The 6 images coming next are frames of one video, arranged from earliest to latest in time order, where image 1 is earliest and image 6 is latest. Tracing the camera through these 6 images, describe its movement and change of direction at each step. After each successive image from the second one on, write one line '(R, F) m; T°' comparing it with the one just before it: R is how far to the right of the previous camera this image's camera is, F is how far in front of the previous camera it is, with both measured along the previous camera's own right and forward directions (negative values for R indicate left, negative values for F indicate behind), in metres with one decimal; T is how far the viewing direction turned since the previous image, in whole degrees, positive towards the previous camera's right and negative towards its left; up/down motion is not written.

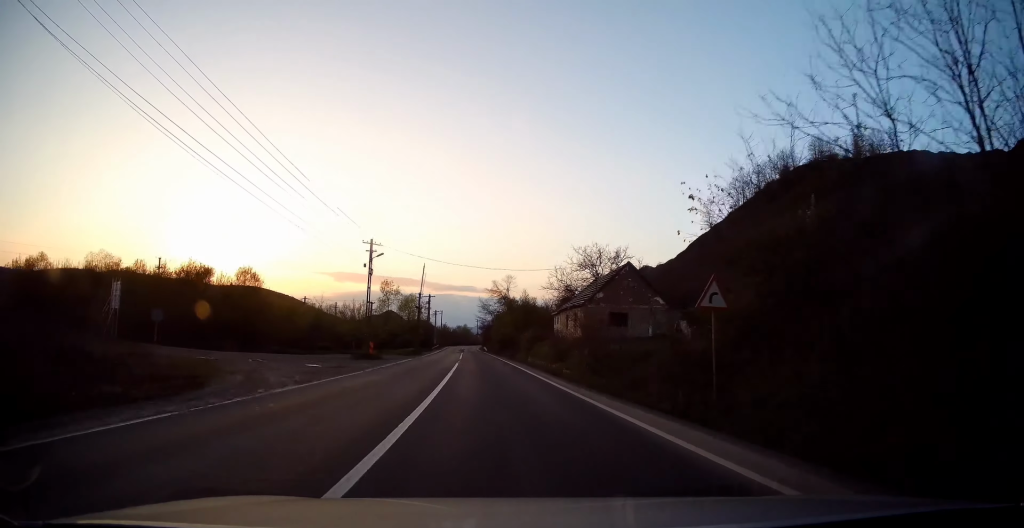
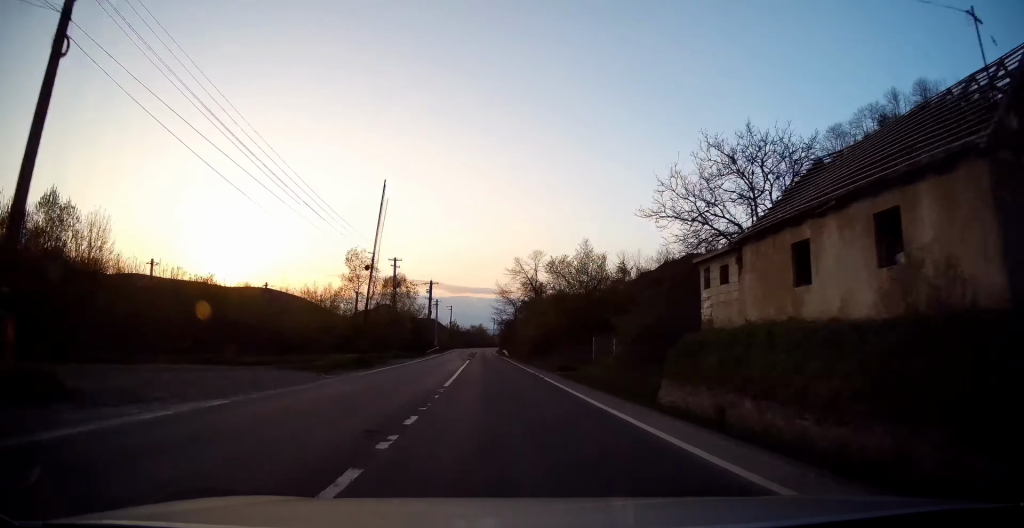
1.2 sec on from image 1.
(-0.8, +30.9) m; -3°
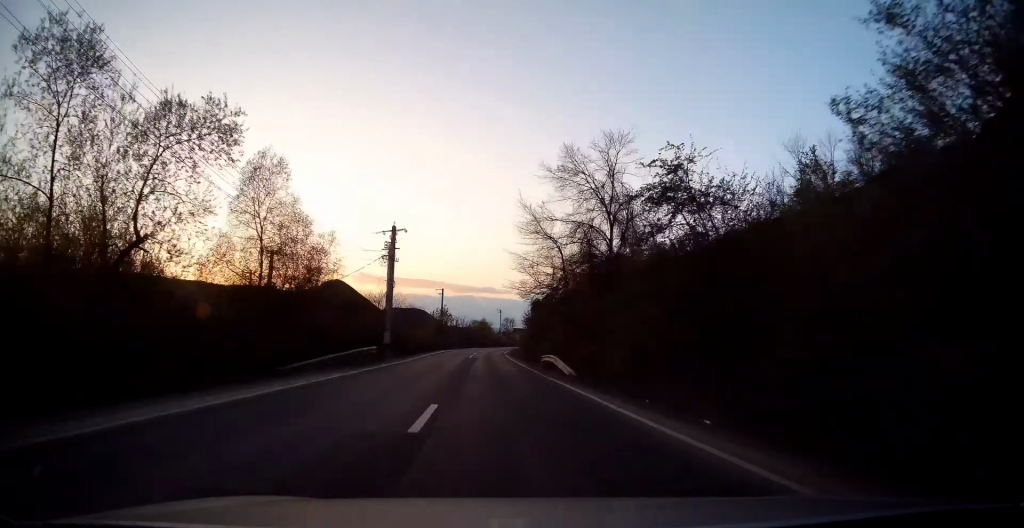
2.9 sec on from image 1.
(-1.0, +44.9) m; -2°
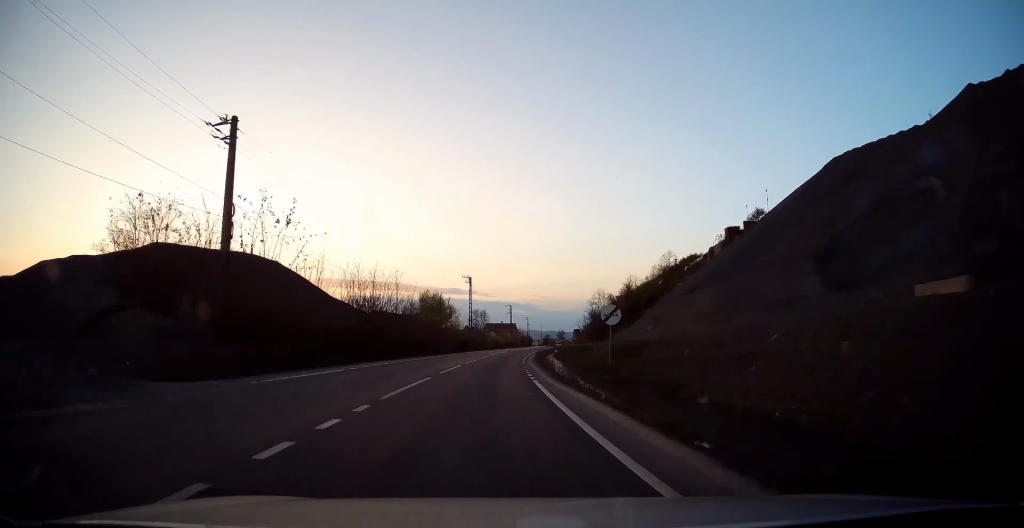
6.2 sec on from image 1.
(+1.8, +86.9) m; +4°
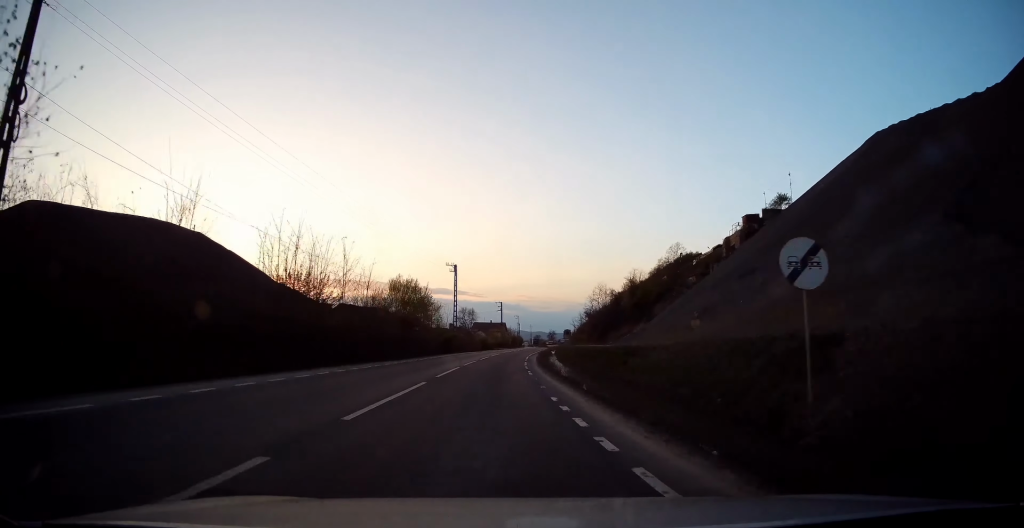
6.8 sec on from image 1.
(+0.4, +13.9) m; +1°
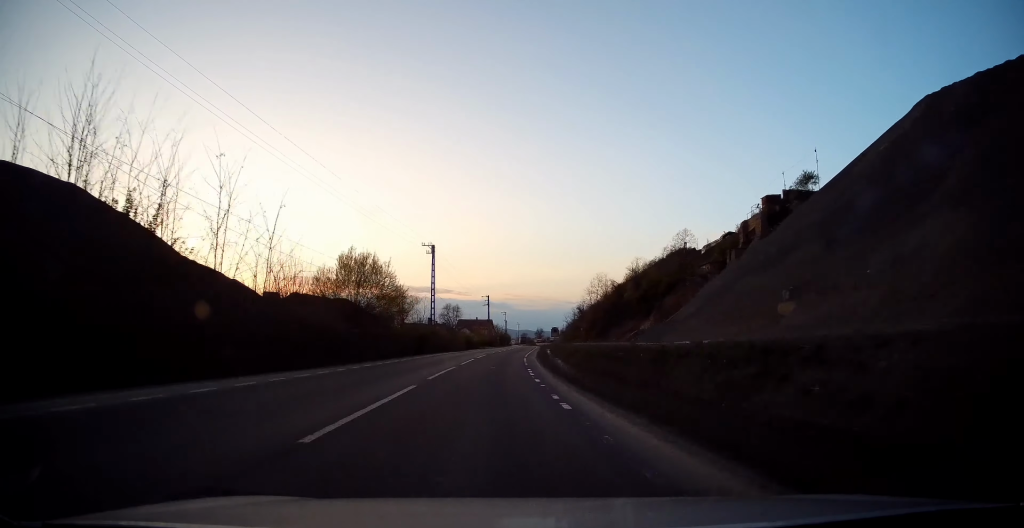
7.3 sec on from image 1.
(+0.2, +13.8) m; +1°
